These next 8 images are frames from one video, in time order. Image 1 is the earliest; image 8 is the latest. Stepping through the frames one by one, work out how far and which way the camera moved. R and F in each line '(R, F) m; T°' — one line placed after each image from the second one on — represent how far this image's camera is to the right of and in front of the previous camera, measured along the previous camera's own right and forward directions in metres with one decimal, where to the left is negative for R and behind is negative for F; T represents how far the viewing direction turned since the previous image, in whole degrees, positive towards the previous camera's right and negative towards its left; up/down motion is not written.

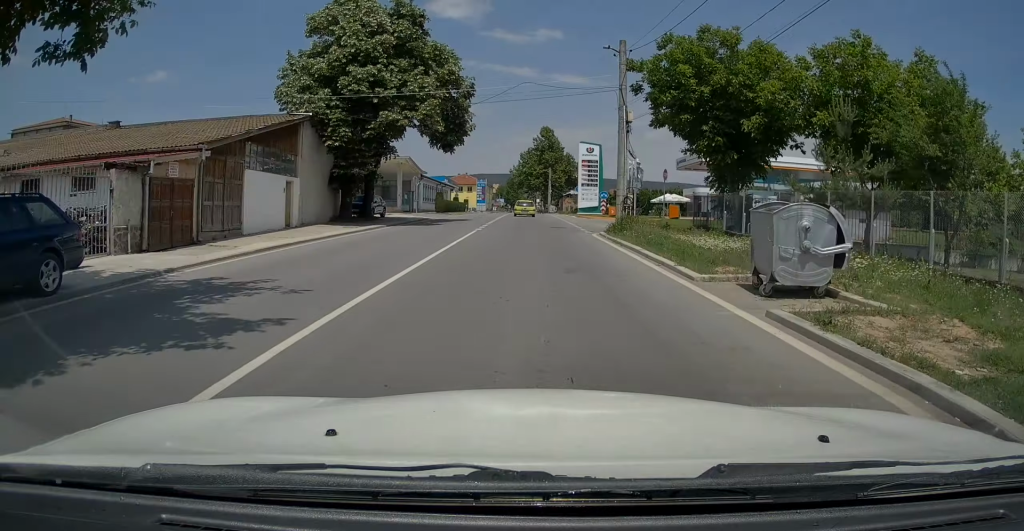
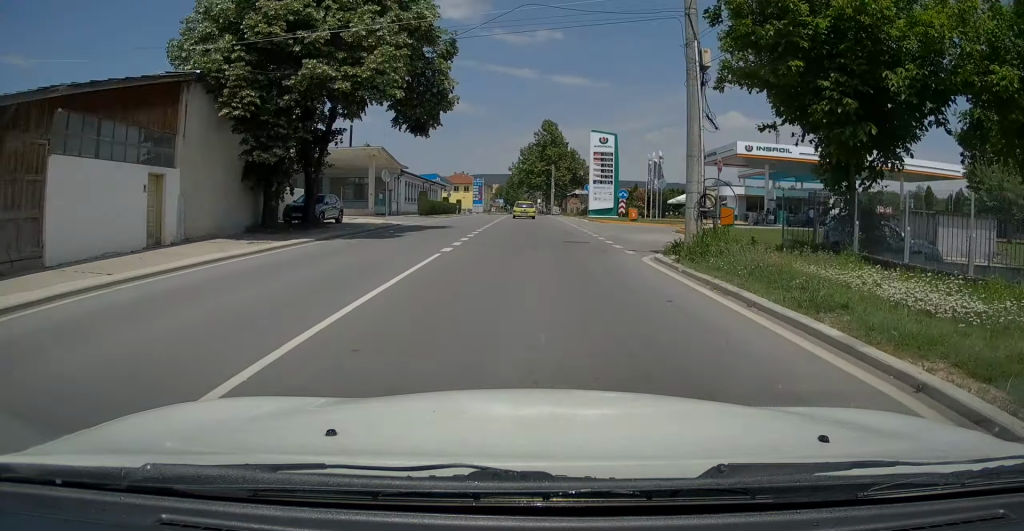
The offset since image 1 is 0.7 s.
(0.0, +10.0) m; 0°
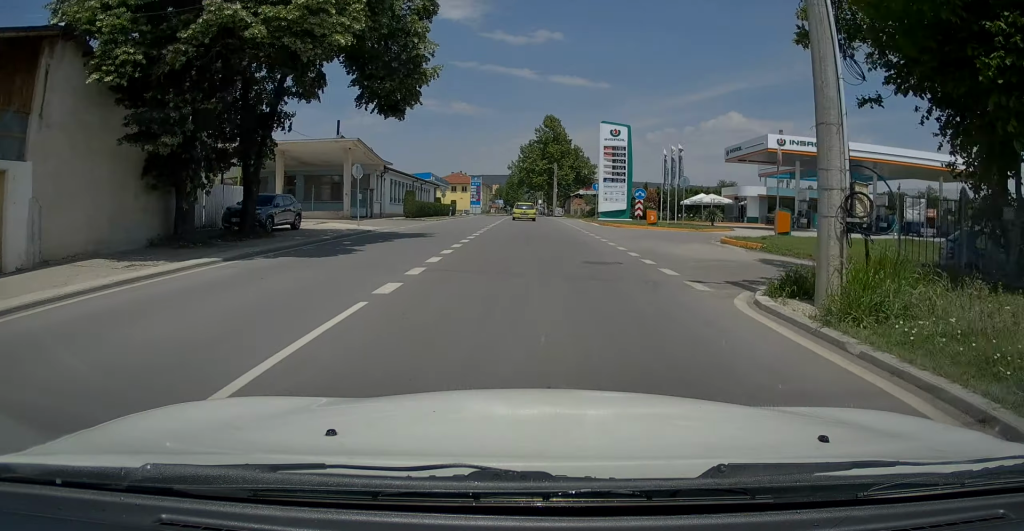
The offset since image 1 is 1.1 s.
(-0.1, +6.2) m; 0°
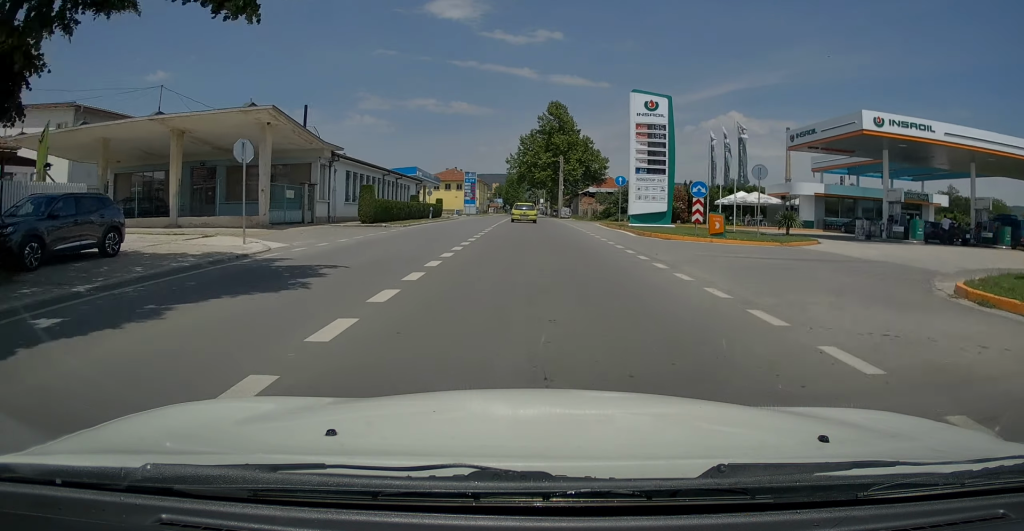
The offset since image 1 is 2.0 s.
(0.0, +12.4) m; 0°
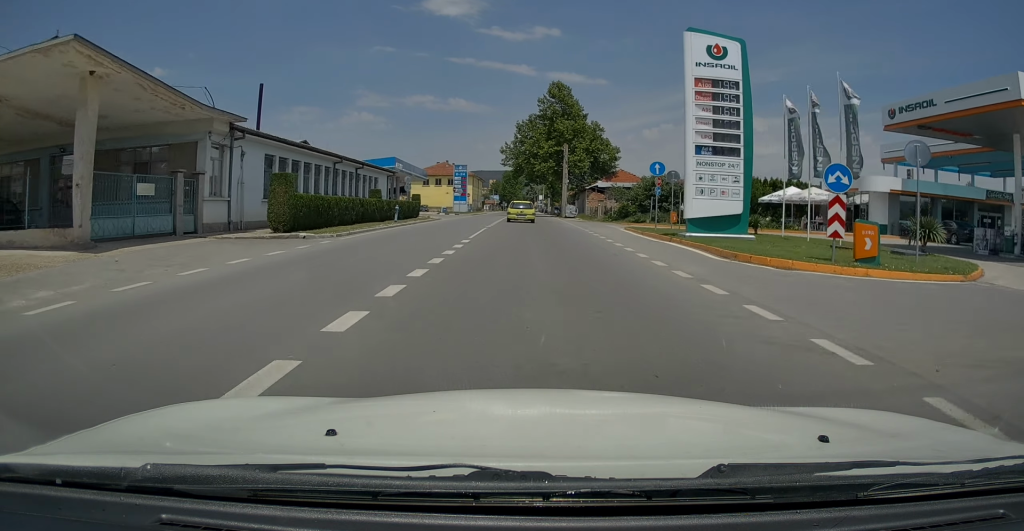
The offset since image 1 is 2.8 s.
(+0.1, +11.5) m; +1°
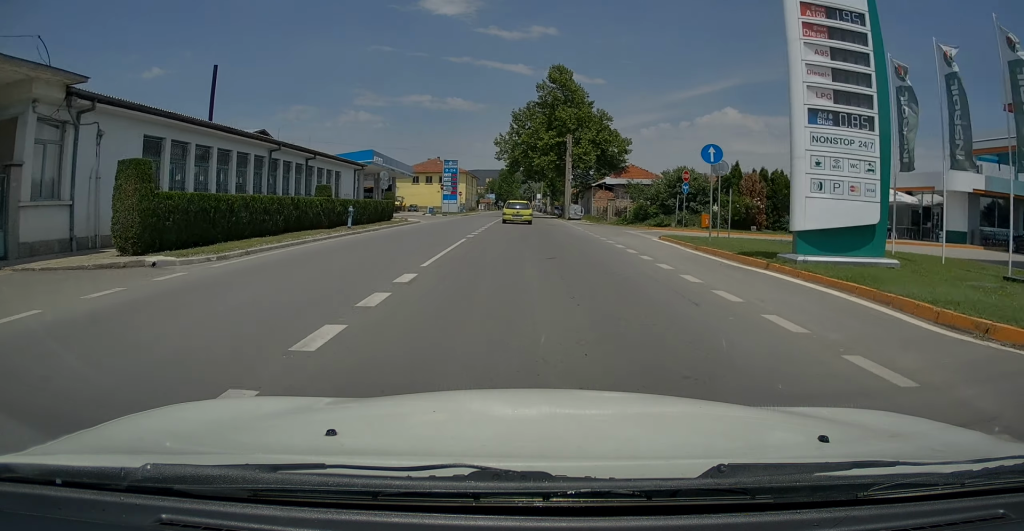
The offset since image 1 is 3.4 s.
(0.0, +8.6) m; 0°
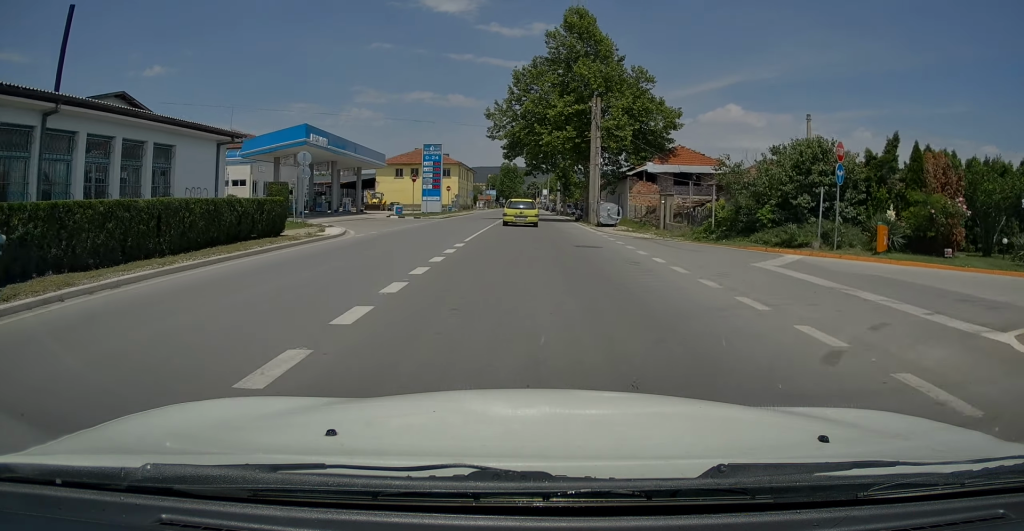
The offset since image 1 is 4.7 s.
(-0.1, +18.3) m; -1°
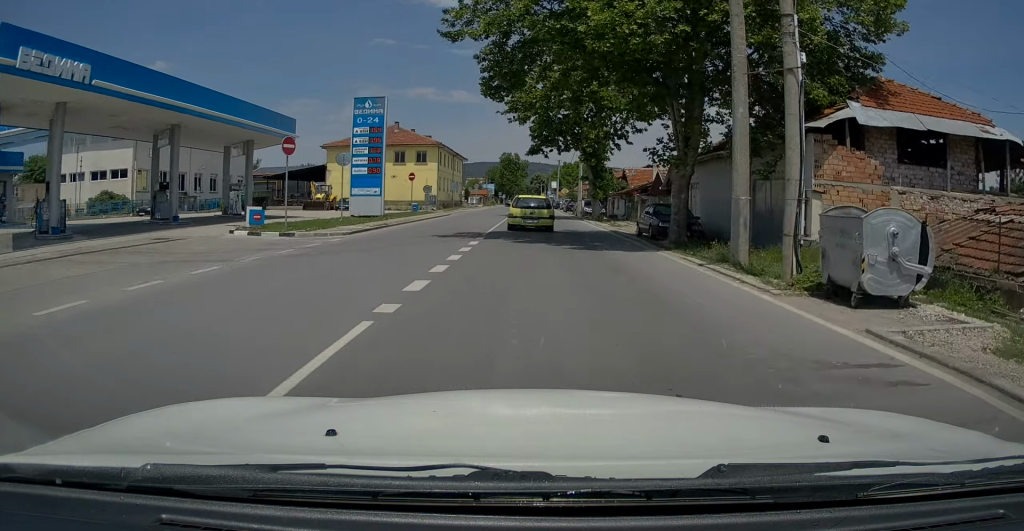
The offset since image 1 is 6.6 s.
(+0.1, +25.8) m; +1°
